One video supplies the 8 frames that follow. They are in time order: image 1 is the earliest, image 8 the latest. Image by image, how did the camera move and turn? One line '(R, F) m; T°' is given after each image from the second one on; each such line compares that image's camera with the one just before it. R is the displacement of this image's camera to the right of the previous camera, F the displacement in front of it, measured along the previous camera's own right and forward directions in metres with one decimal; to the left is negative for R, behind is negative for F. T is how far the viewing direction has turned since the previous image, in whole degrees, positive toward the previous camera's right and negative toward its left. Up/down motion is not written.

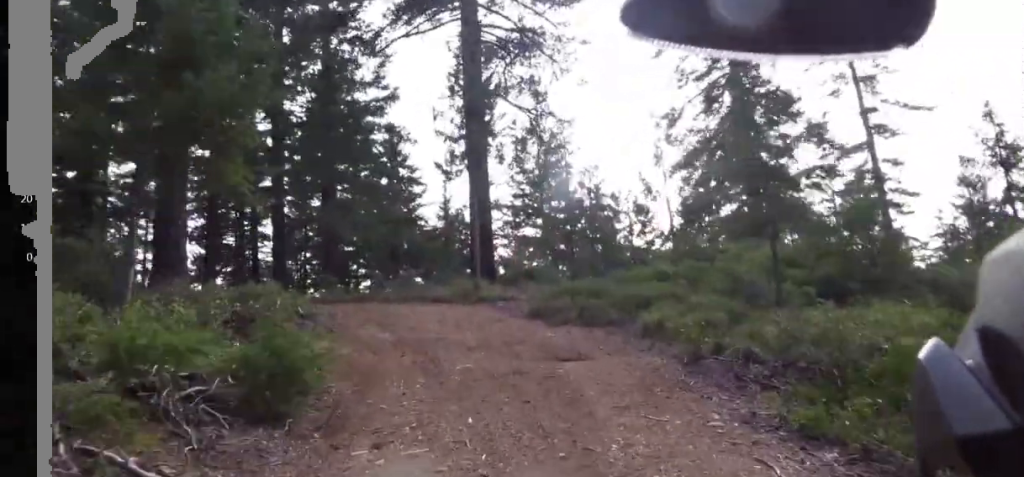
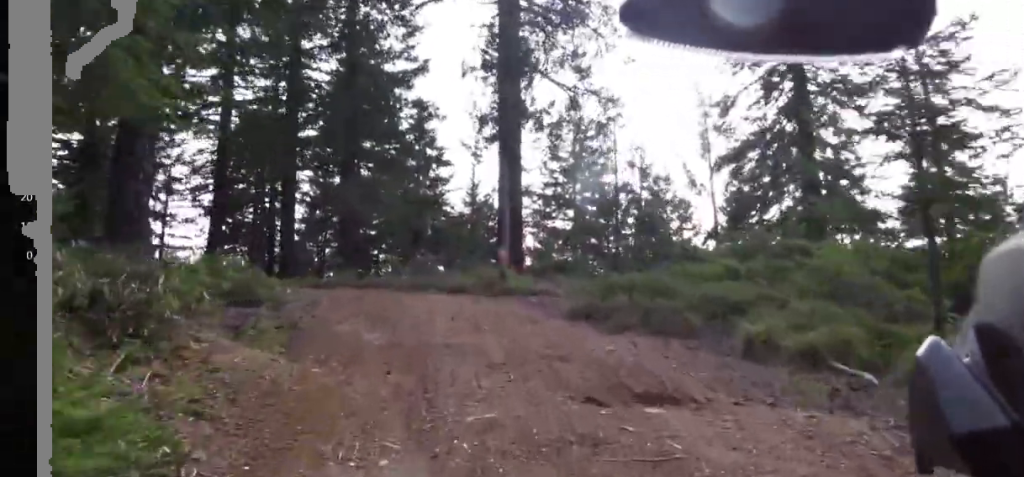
(-0.1, +2.3) m; -5°
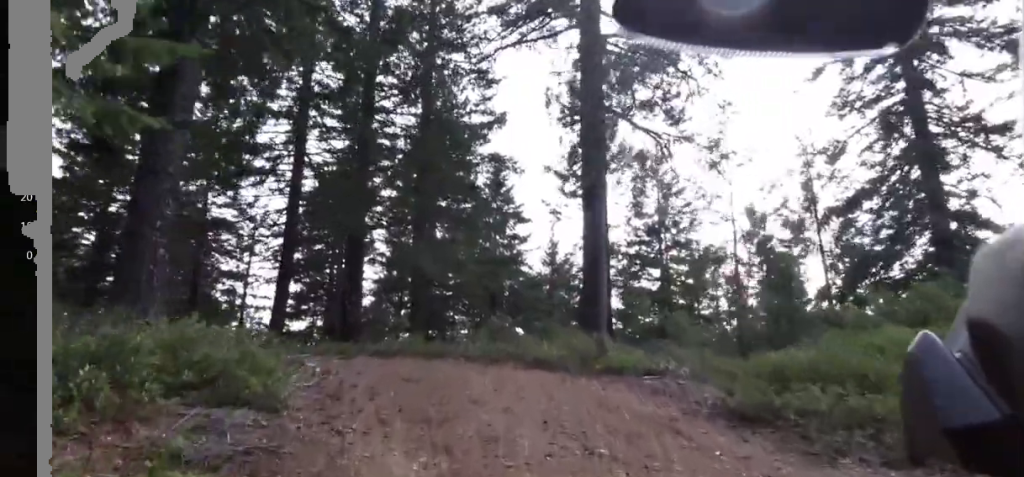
(0.0, +2.3) m; -5°
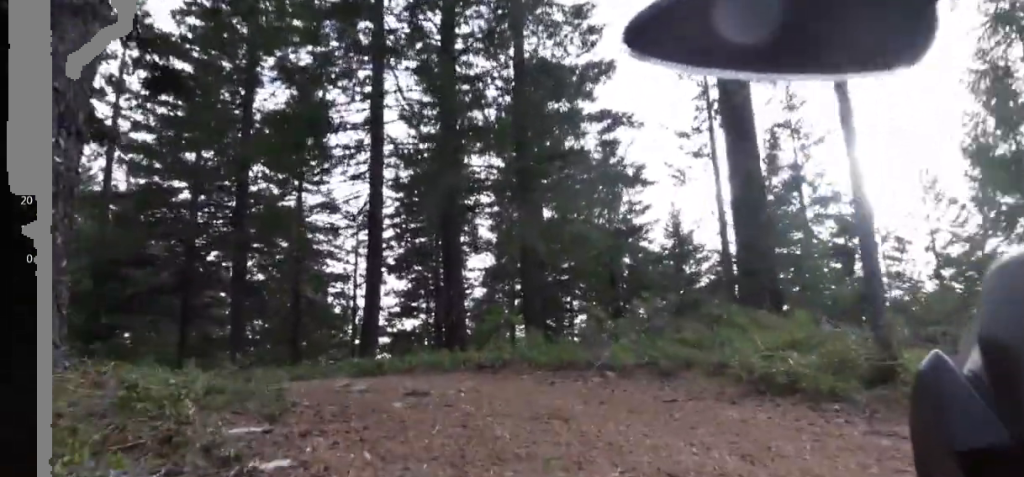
(-0.4, +4.8) m; -13°
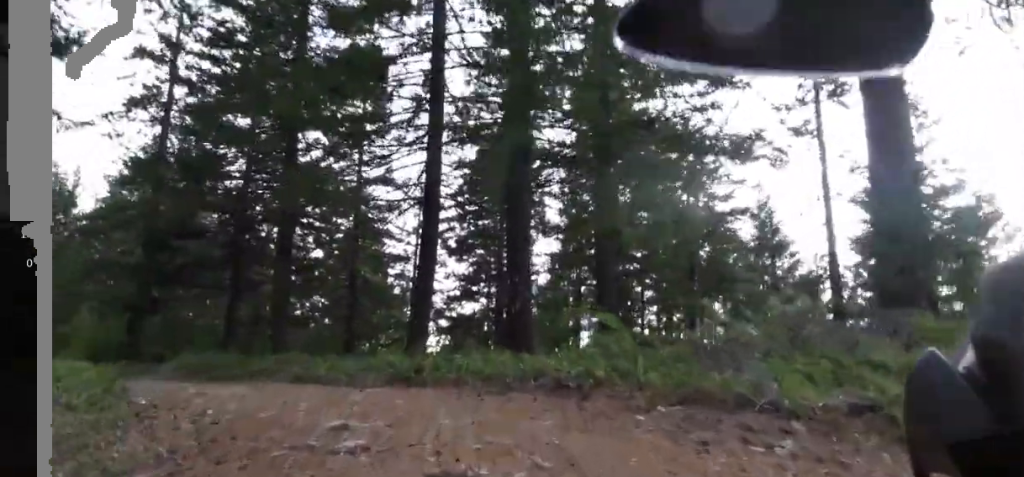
(-0.4, +3.8) m; -10°
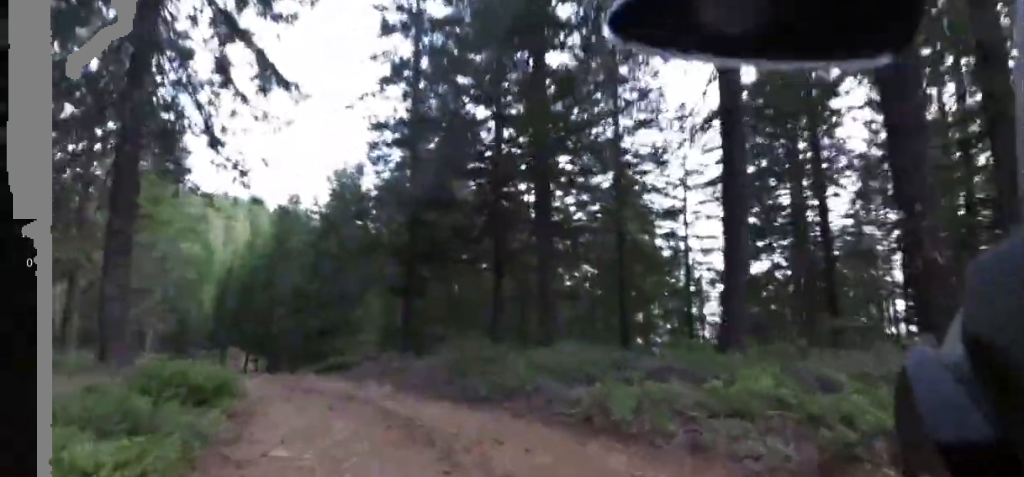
(-0.9, +6.4) m; -14°
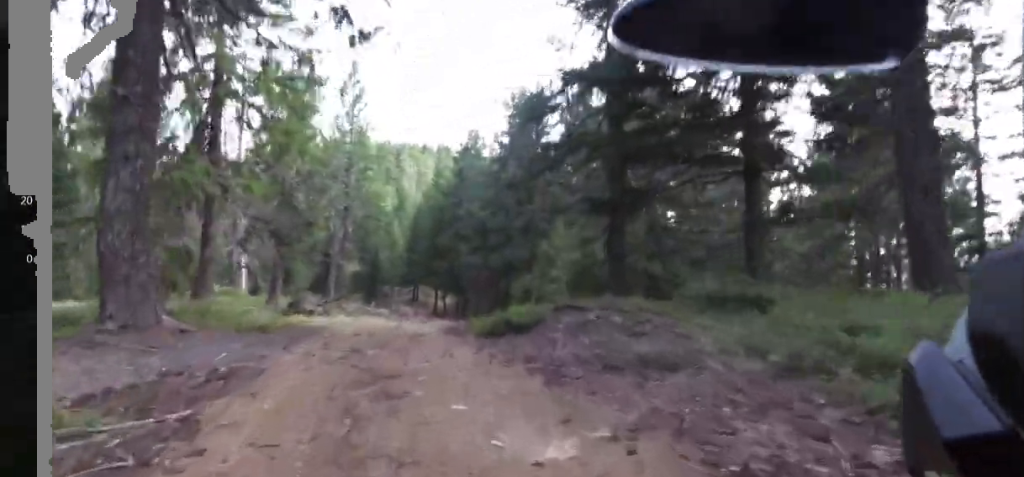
(-0.6, +8.4) m; +2°
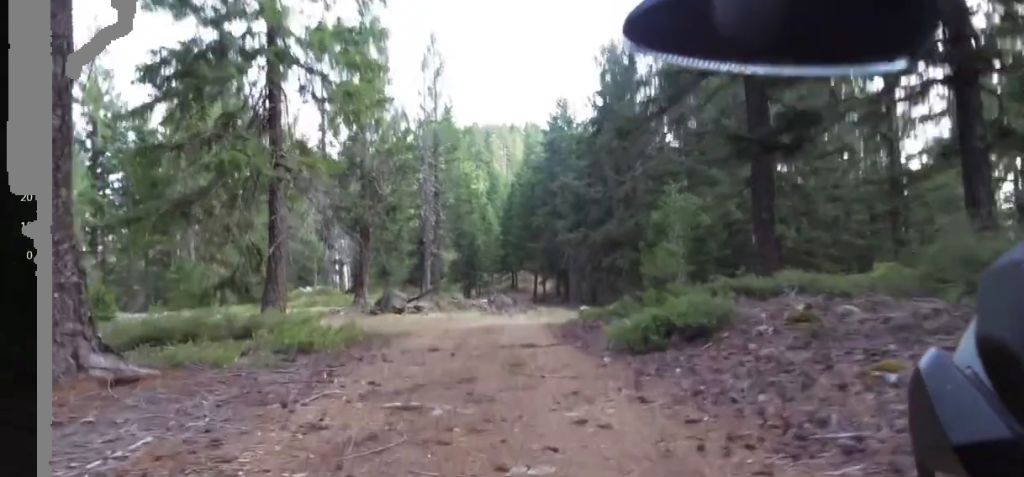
(+0.4, +3.4) m; +7°
